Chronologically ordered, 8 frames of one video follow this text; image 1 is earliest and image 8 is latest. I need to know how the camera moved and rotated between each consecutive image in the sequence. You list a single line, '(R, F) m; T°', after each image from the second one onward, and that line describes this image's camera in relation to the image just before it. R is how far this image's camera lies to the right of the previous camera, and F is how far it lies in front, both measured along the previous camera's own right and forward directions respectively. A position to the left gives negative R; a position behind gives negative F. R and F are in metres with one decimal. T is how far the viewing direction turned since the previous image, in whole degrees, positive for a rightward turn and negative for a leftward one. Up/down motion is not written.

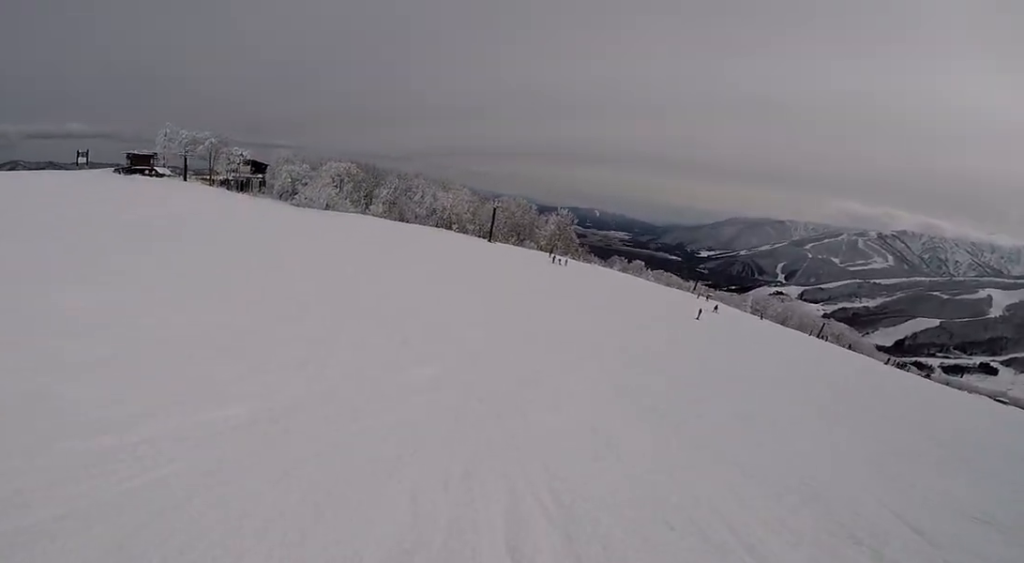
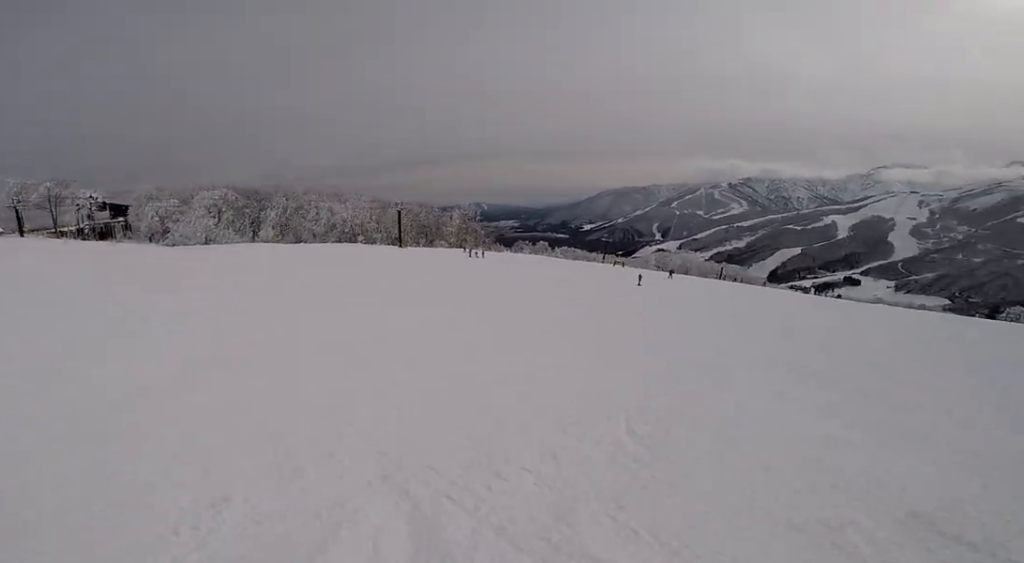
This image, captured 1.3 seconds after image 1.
(+0.1, +9.6) m; +13°
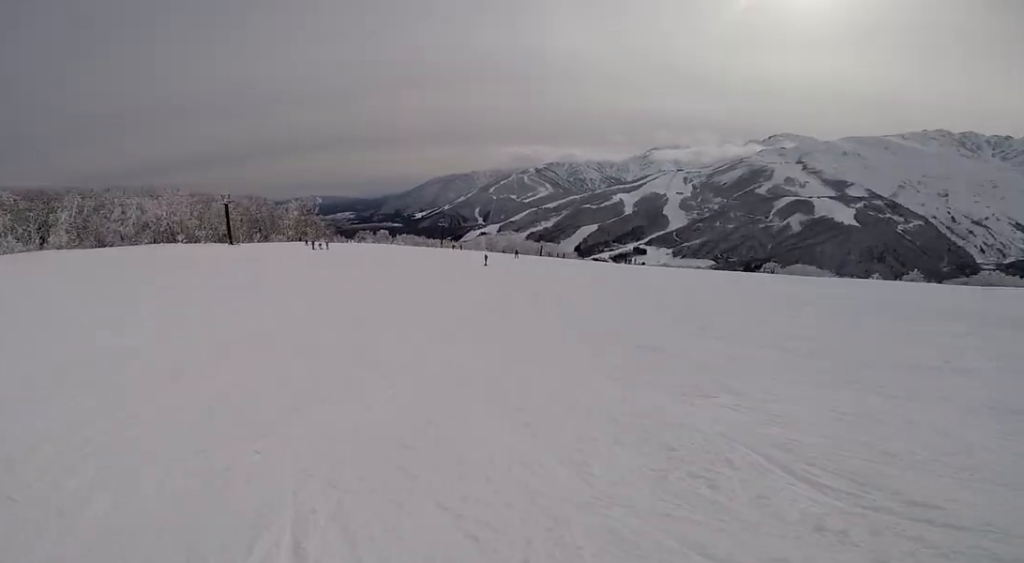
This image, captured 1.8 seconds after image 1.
(+0.4, +4.1) m; +7°
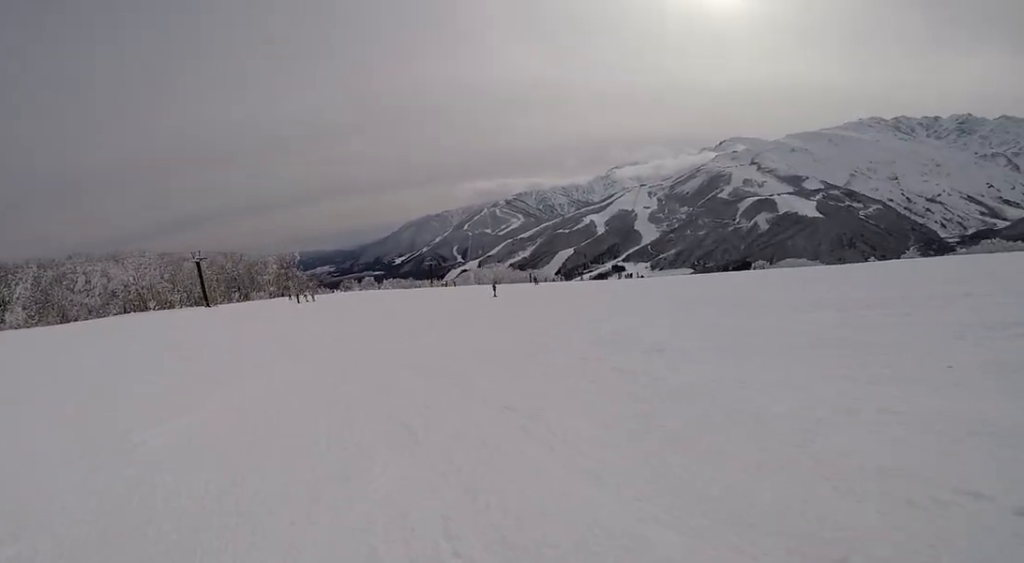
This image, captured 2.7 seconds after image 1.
(+0.9, +7.2) m; +5°
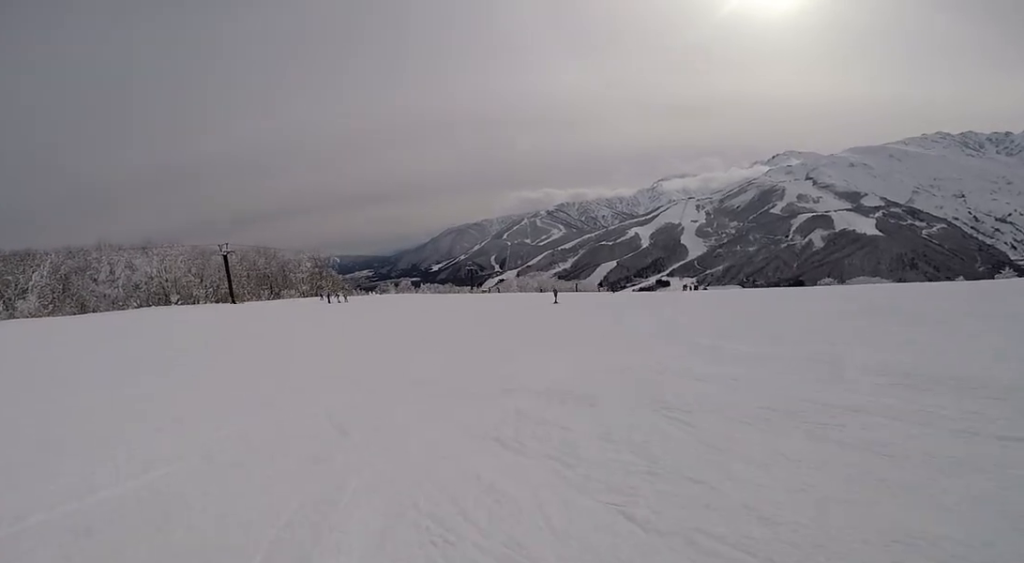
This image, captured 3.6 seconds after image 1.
(-0.1, +7.0) m; -6°
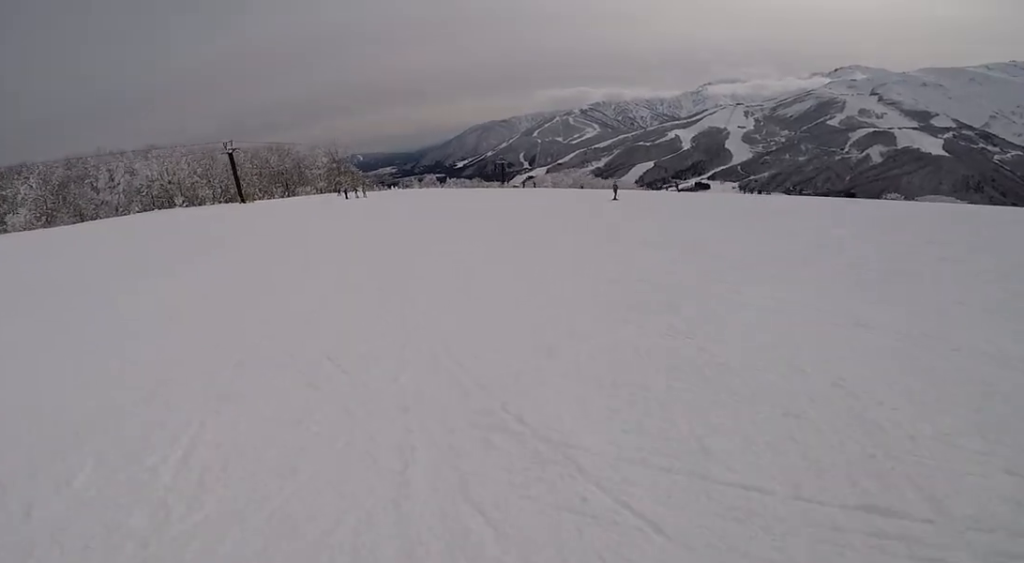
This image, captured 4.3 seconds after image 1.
(-0.6, +5.7) m; +1°
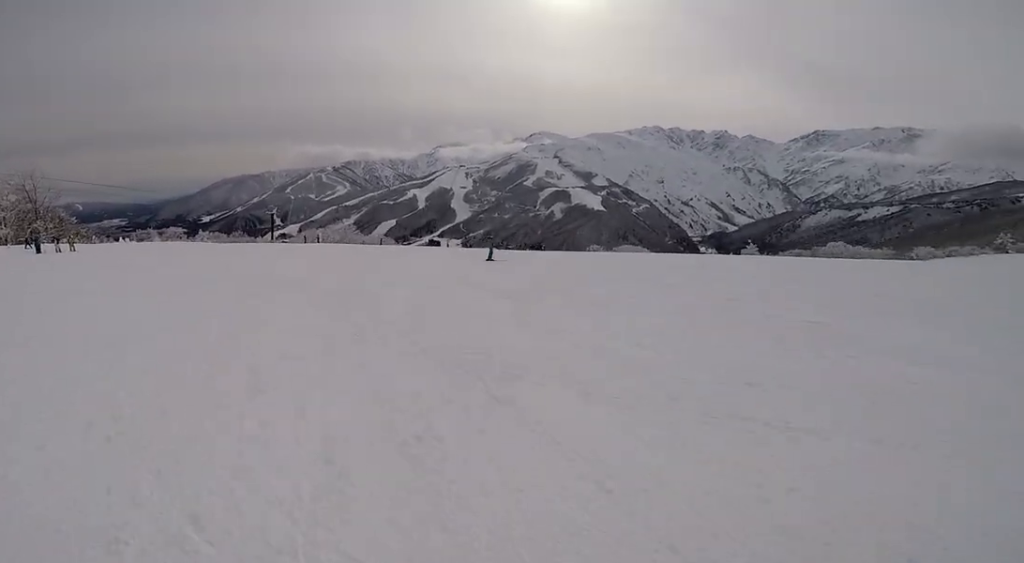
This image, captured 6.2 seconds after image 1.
(+3.3, +15.3) m; +22°
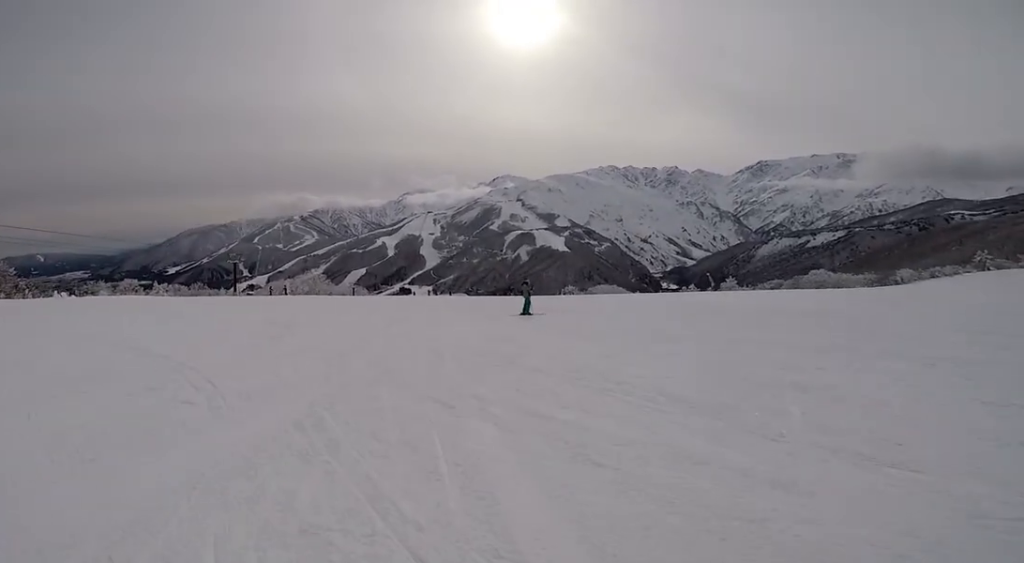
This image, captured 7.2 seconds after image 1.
(+0.2, +8.0) m; +3°
